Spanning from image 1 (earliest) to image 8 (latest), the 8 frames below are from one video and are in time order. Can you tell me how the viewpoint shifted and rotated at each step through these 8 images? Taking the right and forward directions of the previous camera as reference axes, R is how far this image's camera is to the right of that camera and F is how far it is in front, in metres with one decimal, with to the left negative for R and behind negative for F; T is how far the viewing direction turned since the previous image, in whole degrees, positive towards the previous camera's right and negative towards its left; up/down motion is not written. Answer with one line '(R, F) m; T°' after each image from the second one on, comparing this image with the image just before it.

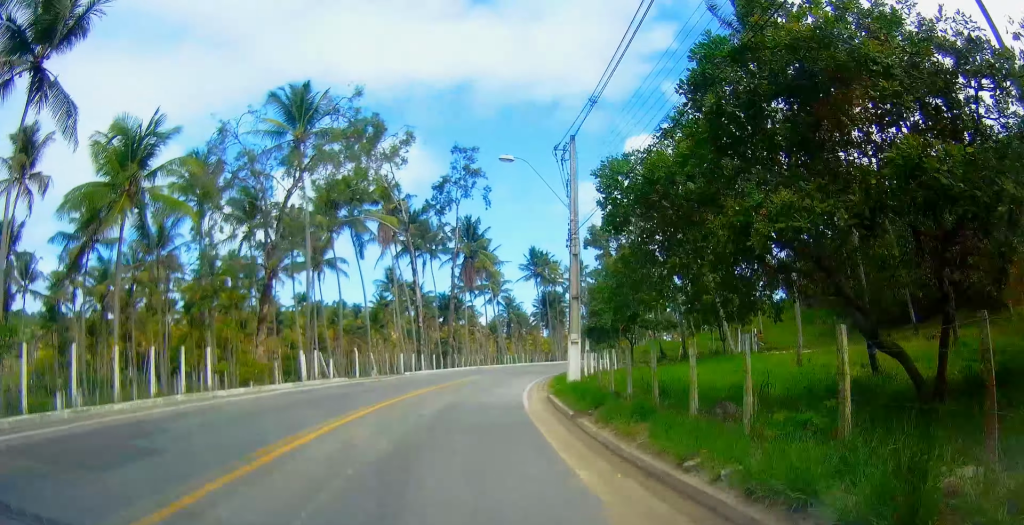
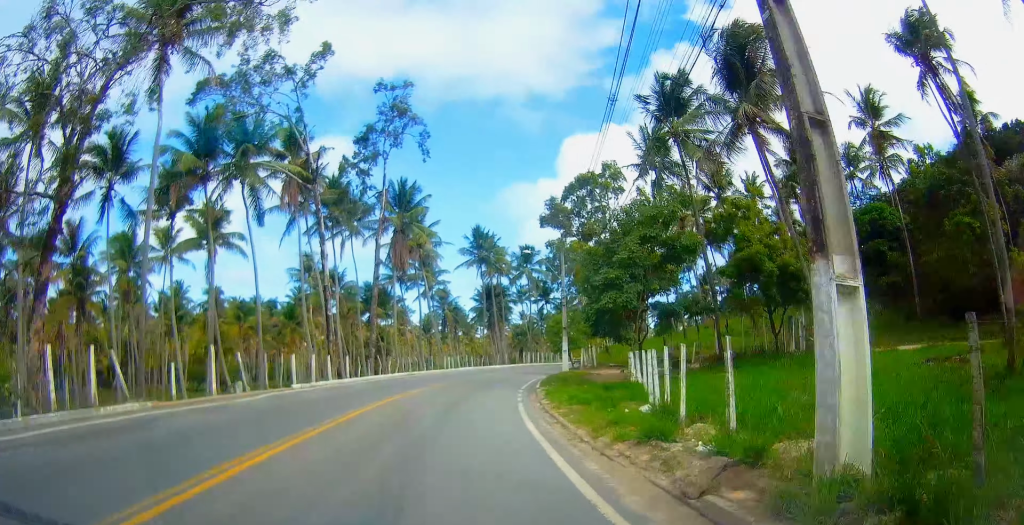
(+0.6, +16.3) m; +7°
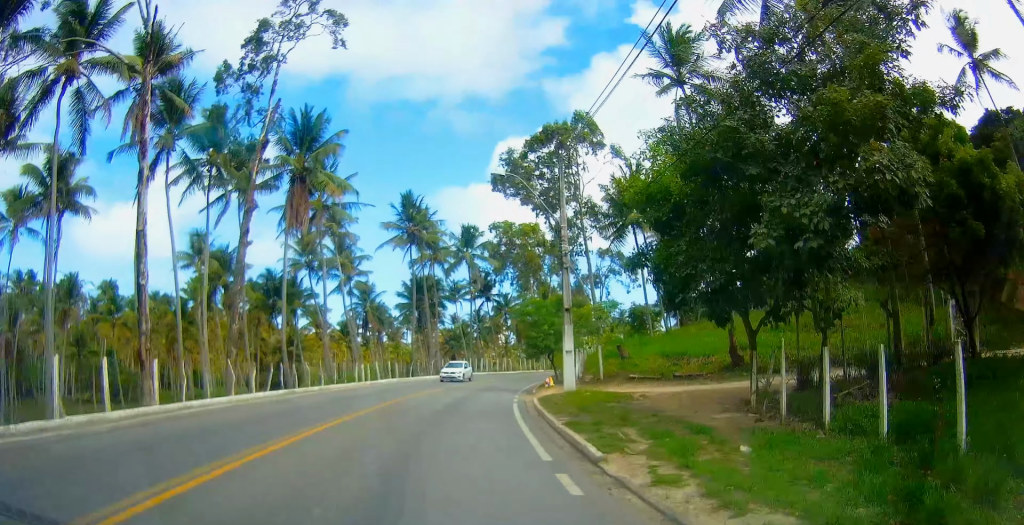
(+1.3, +18.6) m; +5°
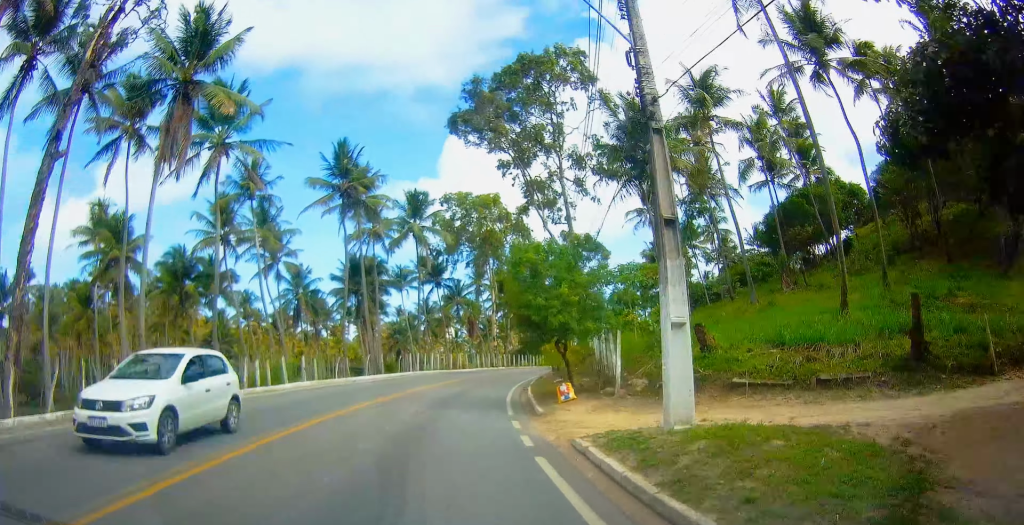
(+0.3, +13.1) m; +5°
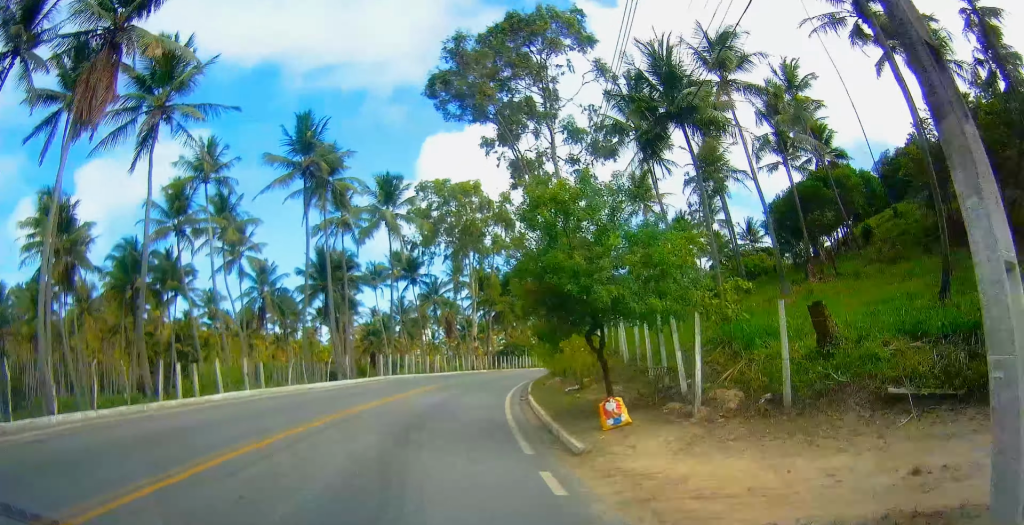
(0.0, +6.2) m; +3°
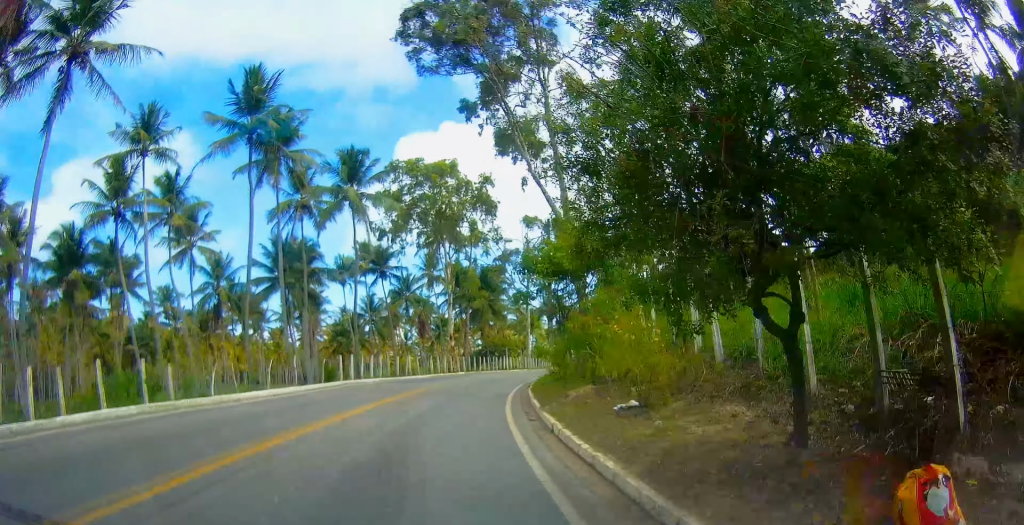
(+0.5, +7.3) m; +3°
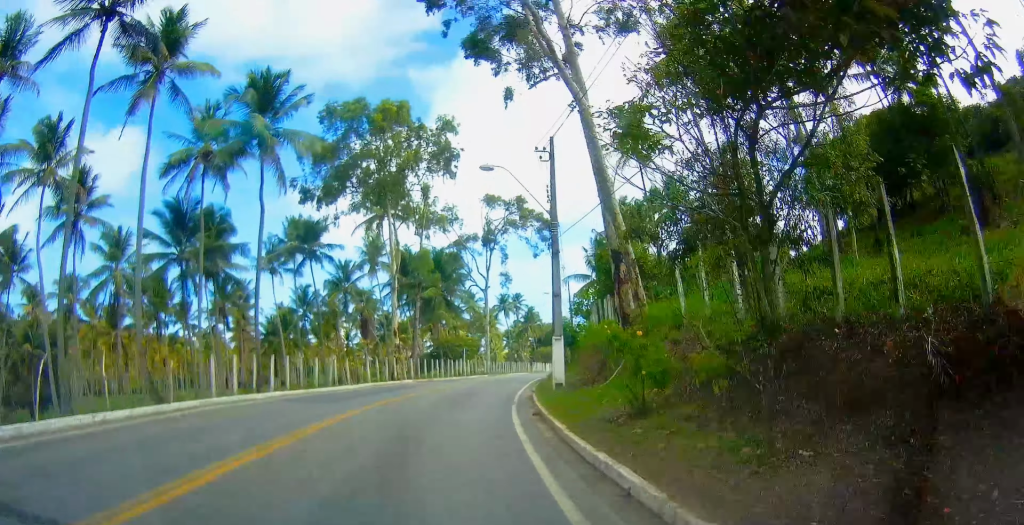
(+0.4, +14.1) m; +5°
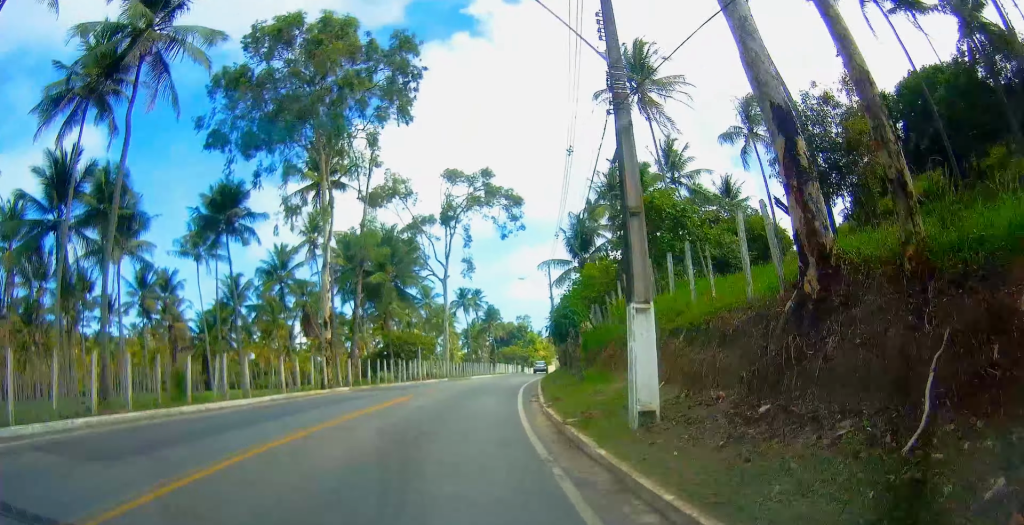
(+0.6, +11.8) m; +6°
